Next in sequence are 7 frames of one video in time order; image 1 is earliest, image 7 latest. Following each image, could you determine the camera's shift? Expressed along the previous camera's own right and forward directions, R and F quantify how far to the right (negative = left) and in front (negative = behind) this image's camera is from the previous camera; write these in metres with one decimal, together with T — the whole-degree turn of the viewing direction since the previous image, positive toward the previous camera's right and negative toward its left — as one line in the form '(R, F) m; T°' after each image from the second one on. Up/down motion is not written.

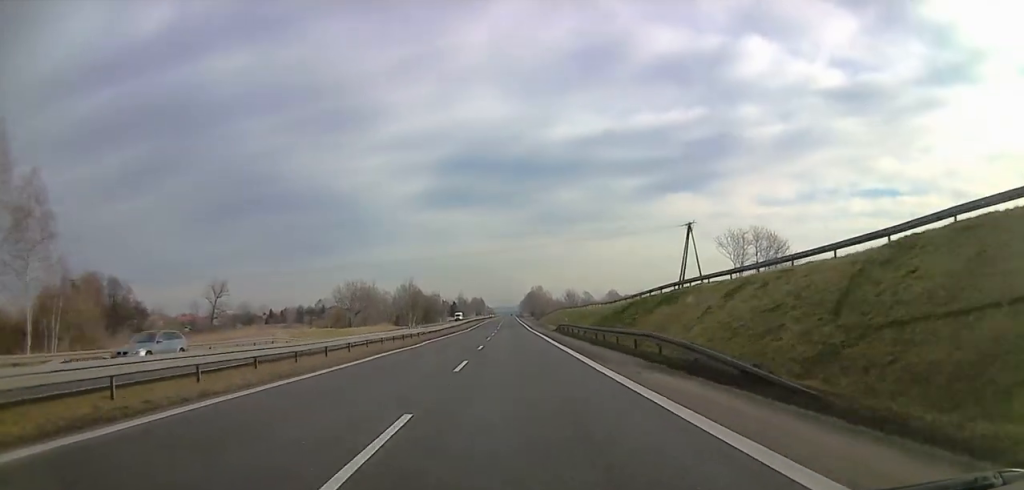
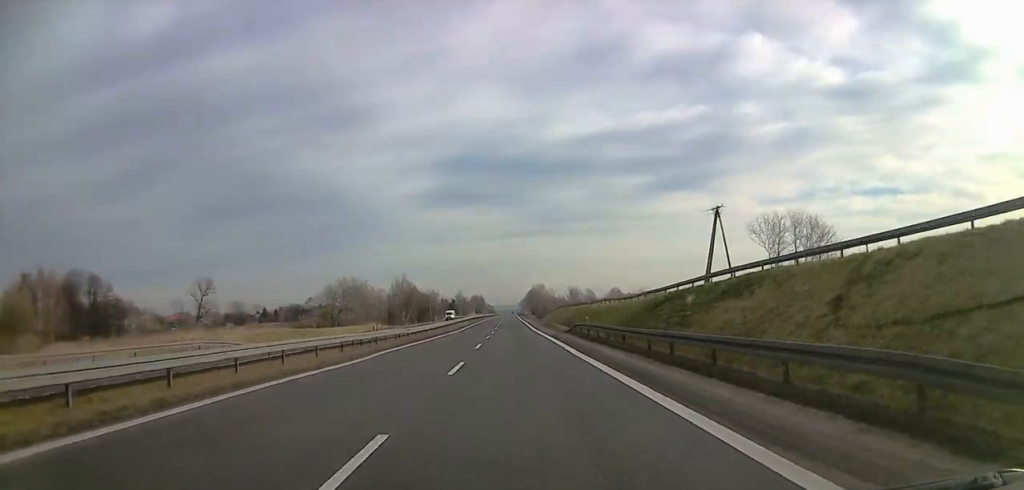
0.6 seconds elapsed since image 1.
(0.0, +11.4) m; 0°
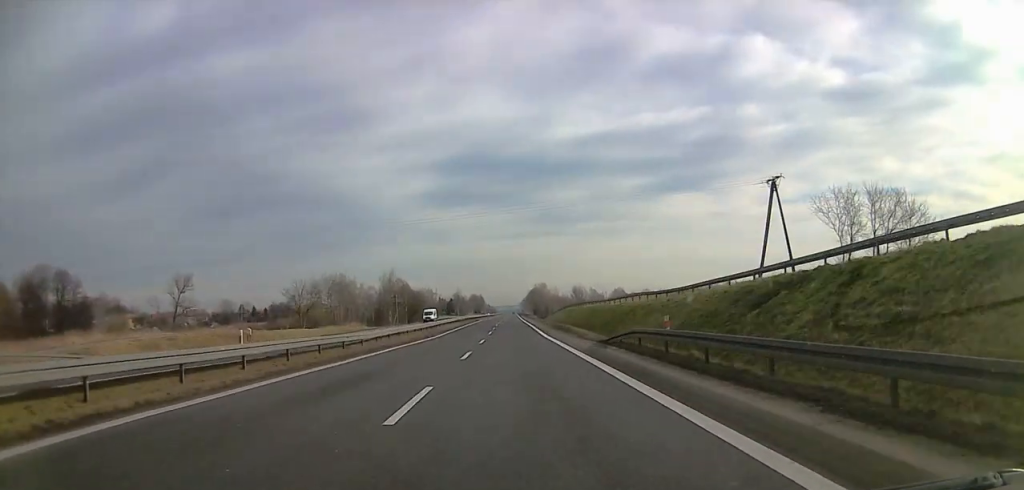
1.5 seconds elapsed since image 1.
(0.0, +15.8) m; -1°
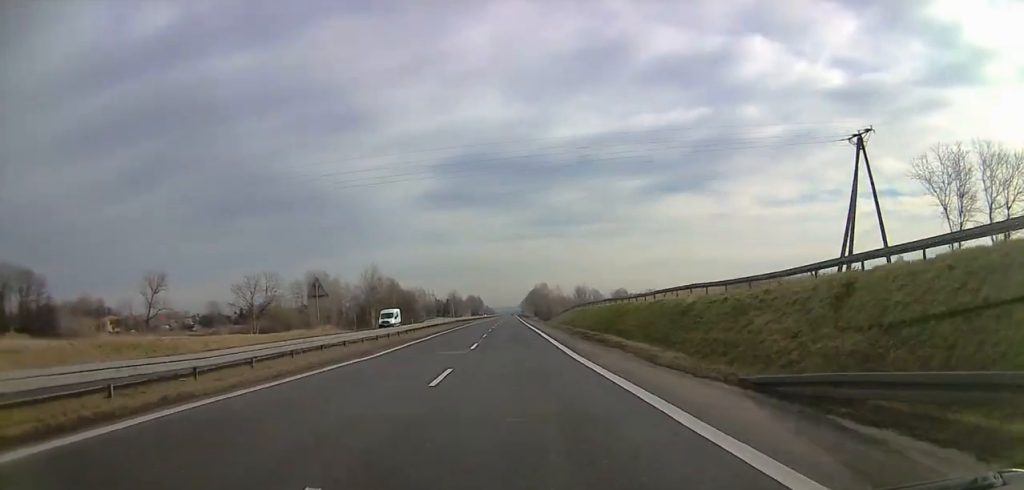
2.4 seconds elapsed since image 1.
(-0.4, +16.3) m; 0°
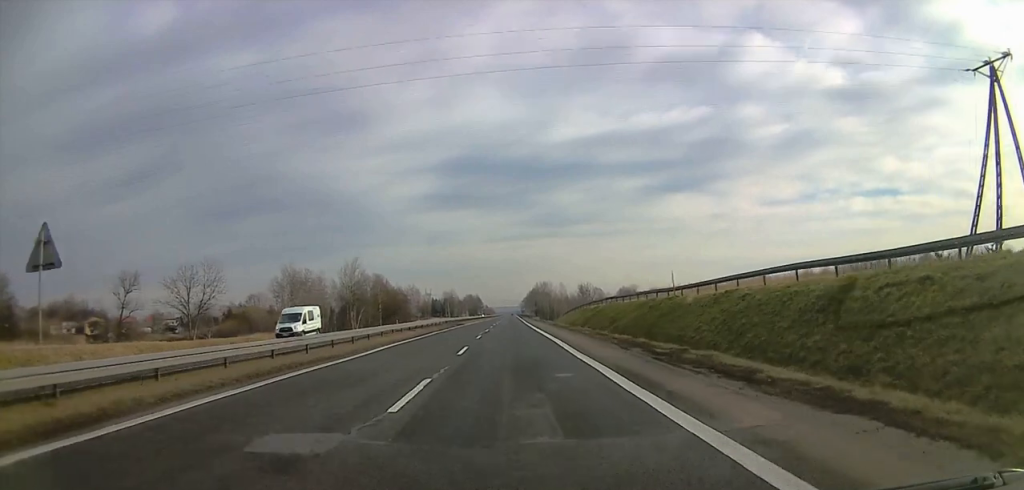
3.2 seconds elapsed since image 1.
(+0.3, +16.3) m; +1°
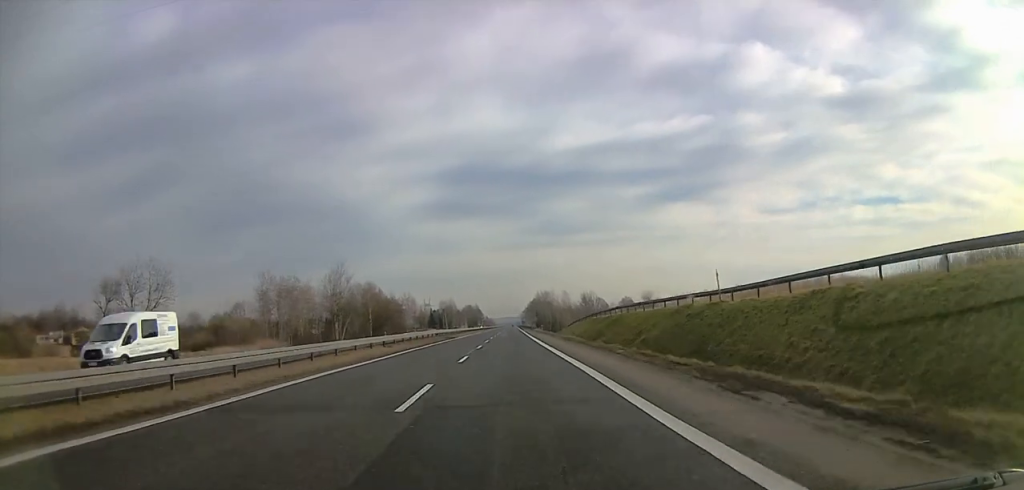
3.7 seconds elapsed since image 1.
(0.0, +10.6) m; 0°
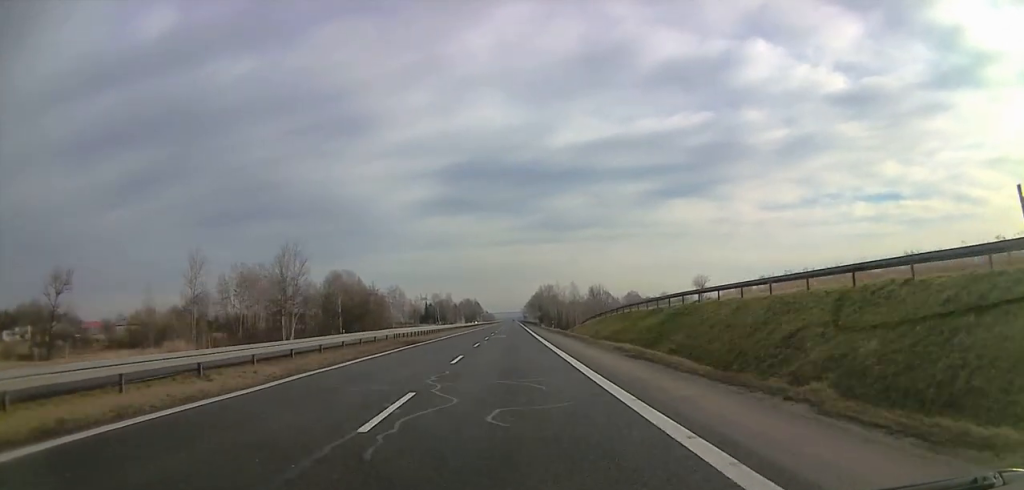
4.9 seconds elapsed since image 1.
(0.0, +25.8) m; 0°
